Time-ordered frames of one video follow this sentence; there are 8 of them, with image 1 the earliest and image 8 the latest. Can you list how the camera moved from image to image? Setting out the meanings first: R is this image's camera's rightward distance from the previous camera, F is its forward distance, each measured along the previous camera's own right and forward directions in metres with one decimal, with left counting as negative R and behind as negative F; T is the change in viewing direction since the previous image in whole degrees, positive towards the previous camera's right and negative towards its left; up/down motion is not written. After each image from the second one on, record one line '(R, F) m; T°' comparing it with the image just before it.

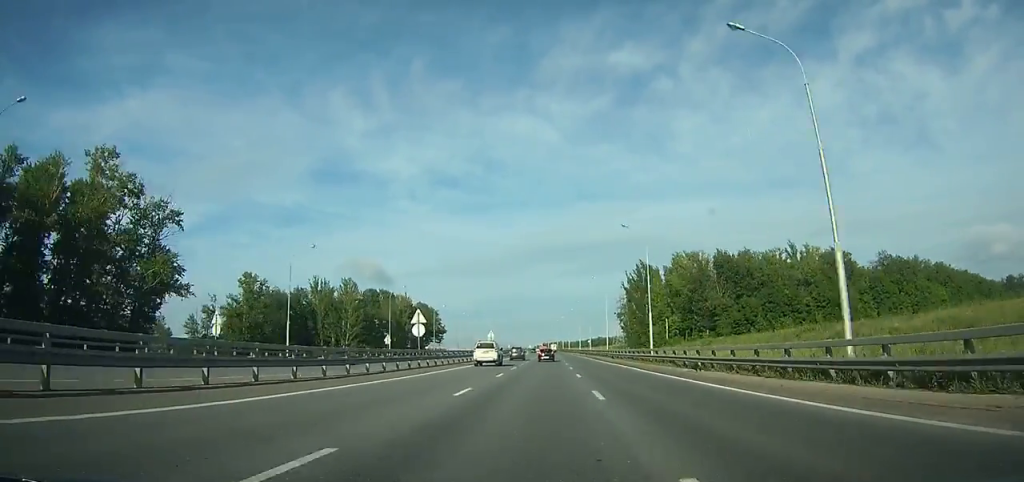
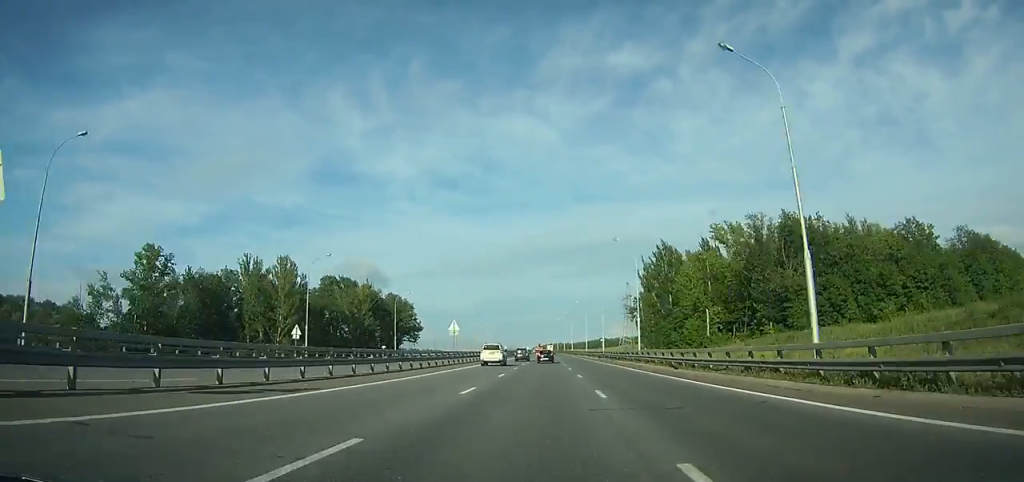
(0.0, +35.5) m; 0°
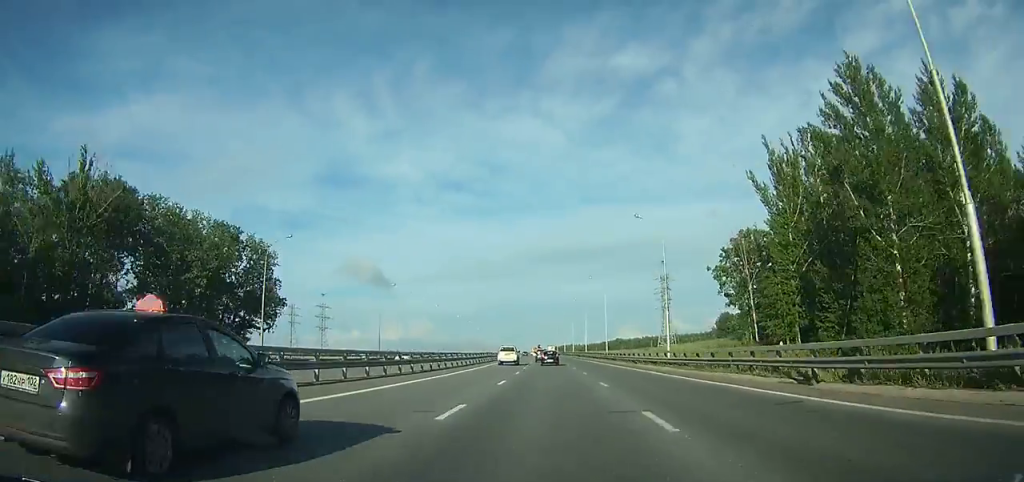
(-0.1, +87.6) m; -1°
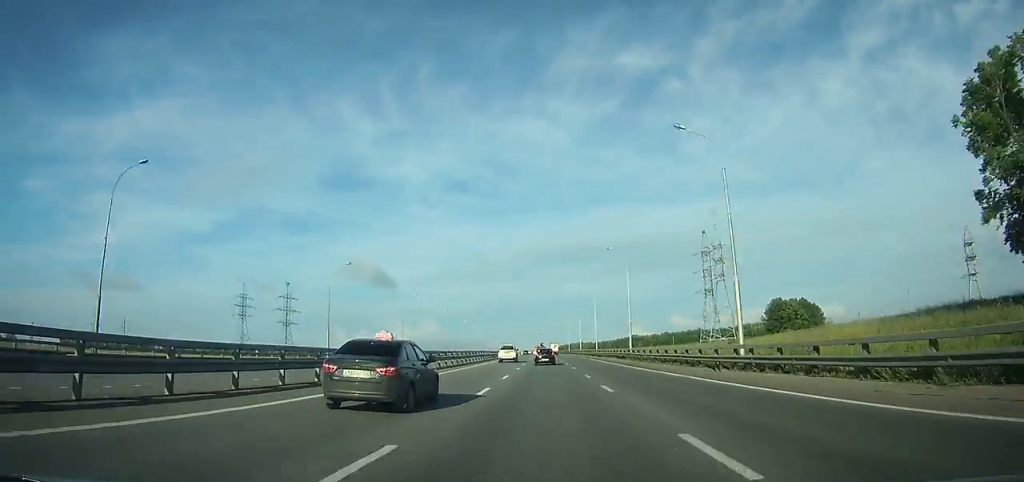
(-0.3, +63.1) m; -1°
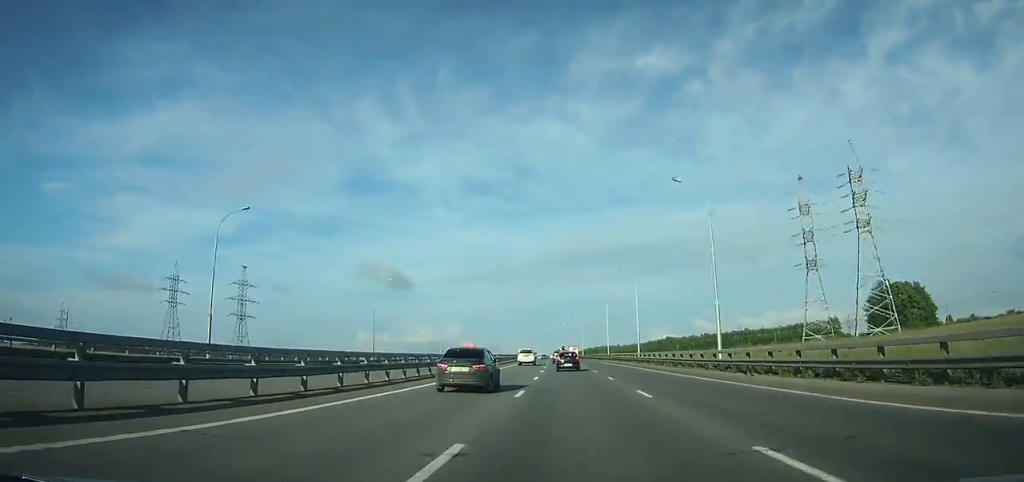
(-0.9, +68.6) m; -2°
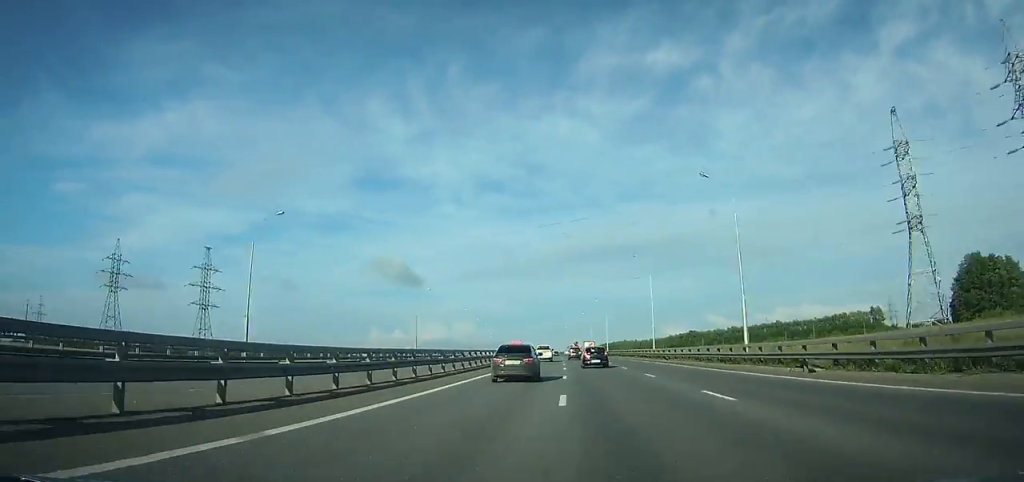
(-0.6, +38.2) m; -1°
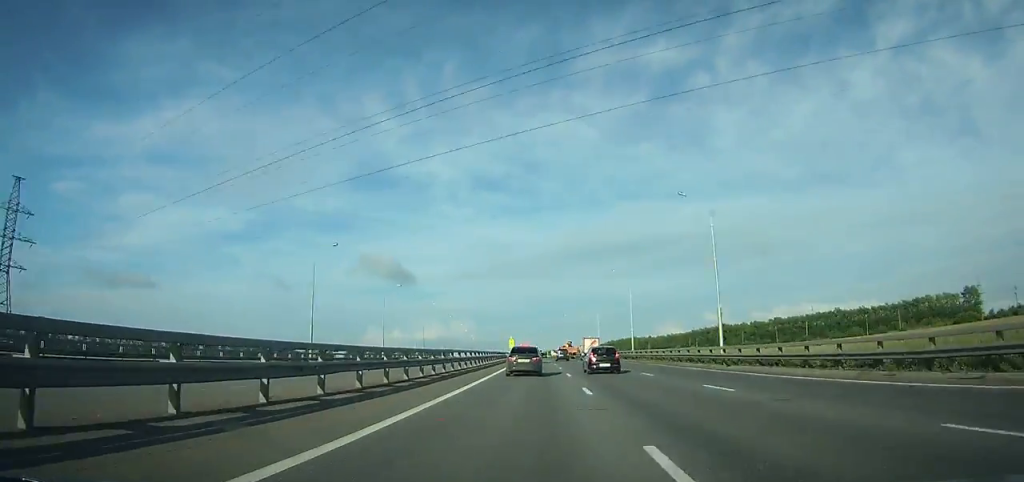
(-1.0, +89.6) m; -1°
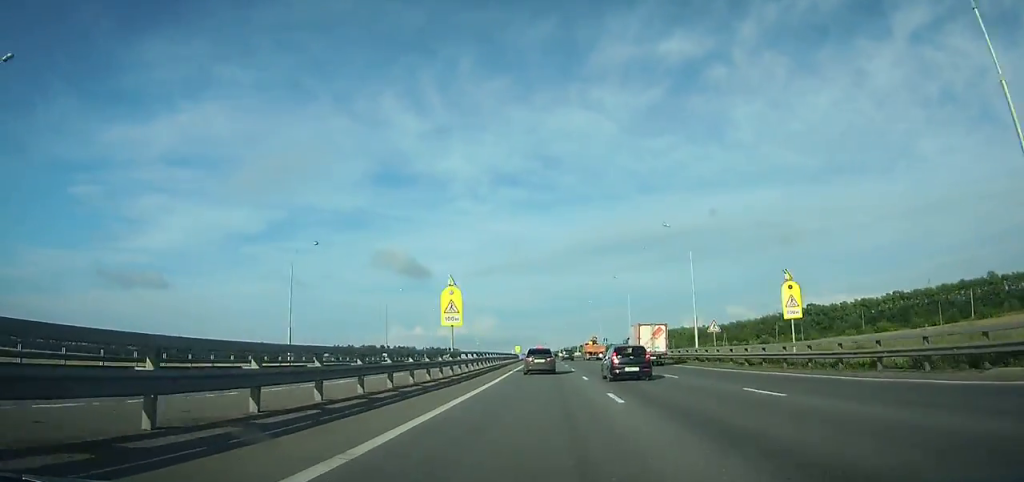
(-1.8, +106.8) m; -2°
